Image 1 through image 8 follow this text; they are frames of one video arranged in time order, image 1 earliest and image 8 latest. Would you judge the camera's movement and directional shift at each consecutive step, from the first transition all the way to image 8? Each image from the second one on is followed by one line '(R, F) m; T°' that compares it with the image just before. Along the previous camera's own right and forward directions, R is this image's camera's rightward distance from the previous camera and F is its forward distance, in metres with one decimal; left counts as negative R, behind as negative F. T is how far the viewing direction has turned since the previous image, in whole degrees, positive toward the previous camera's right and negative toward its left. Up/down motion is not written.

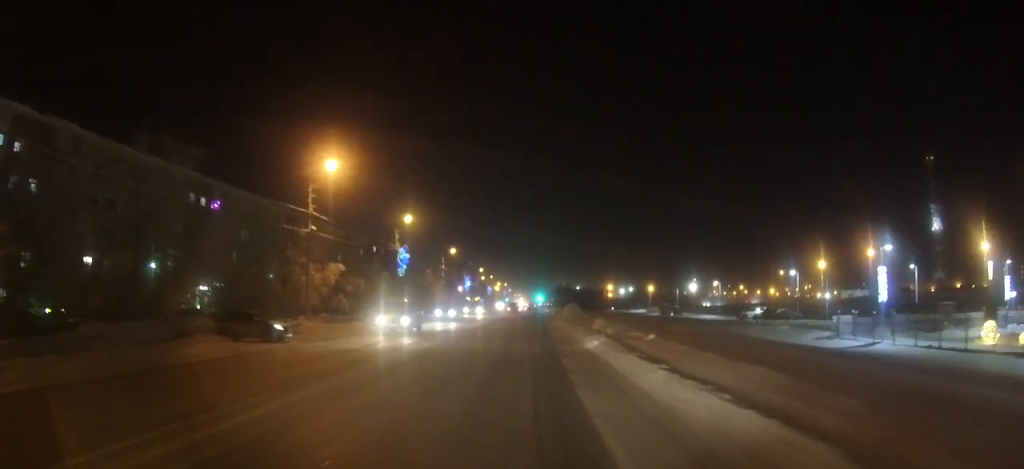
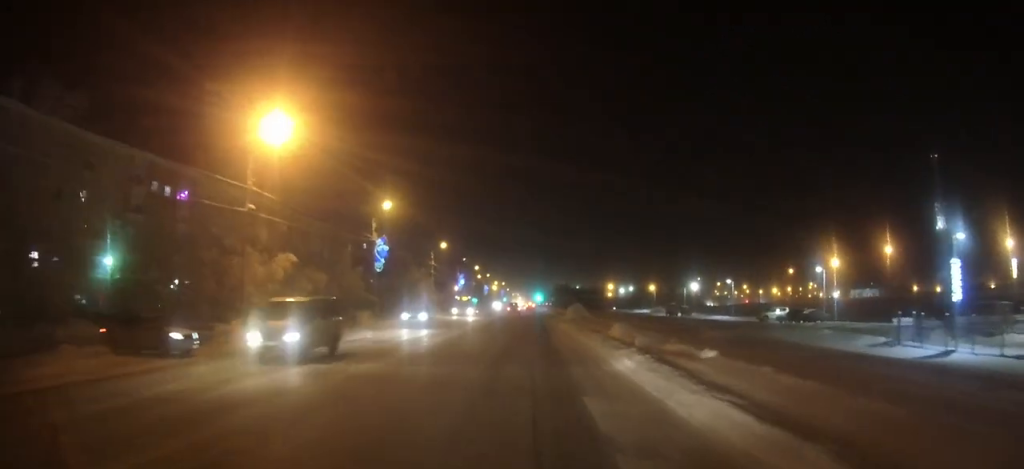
(0.0, +8.7) m; 0°
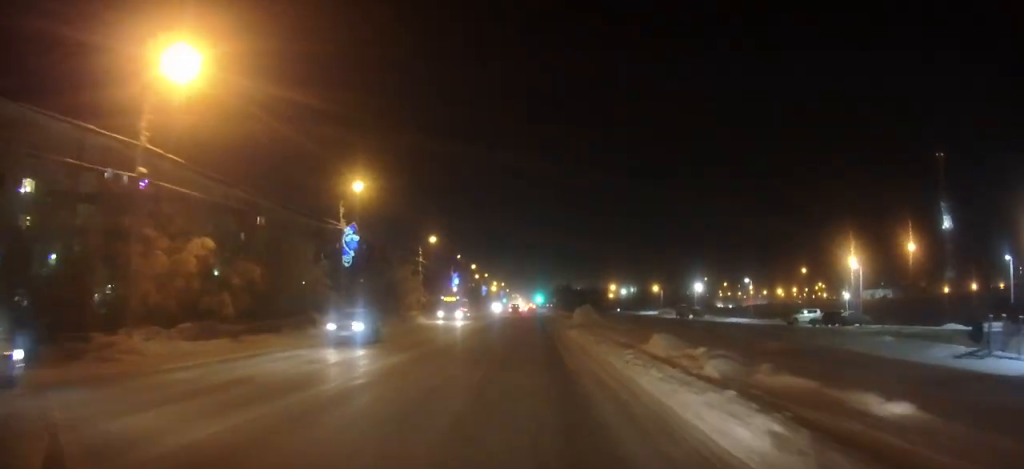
(0.0, +9.5) m; 0°
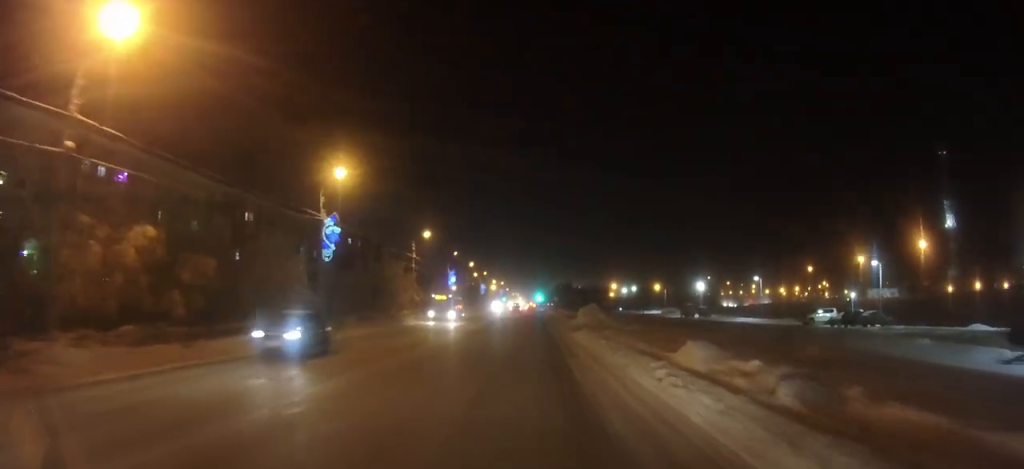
(0.0, +4.4) m; 0°
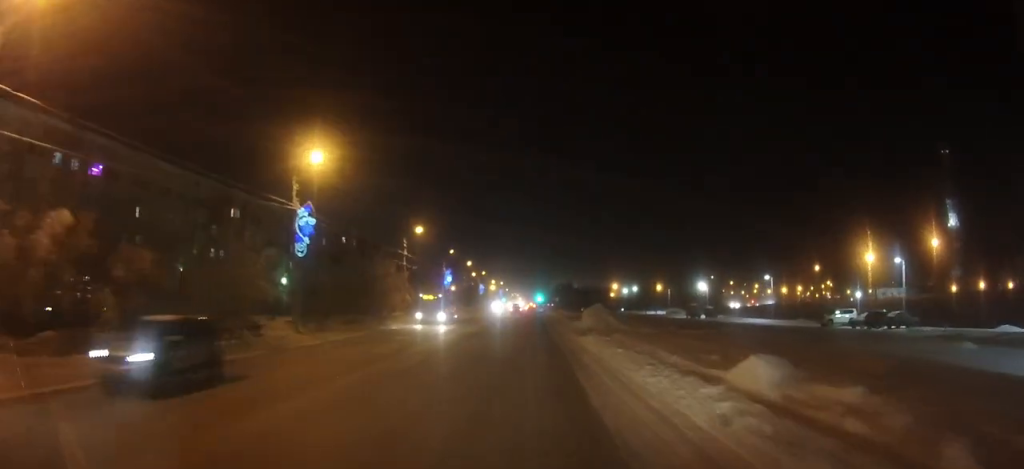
(0.0, +4.7) m; 0°
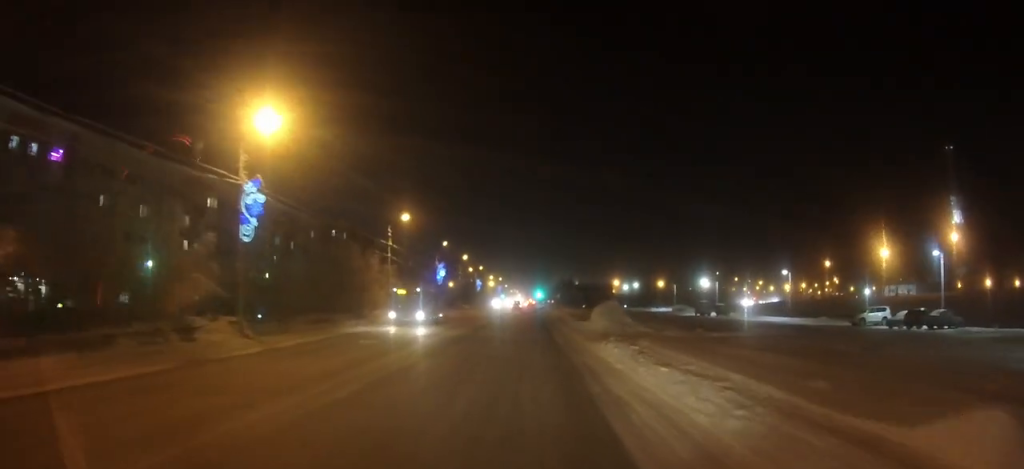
(0.0, +6.9) m; 0°
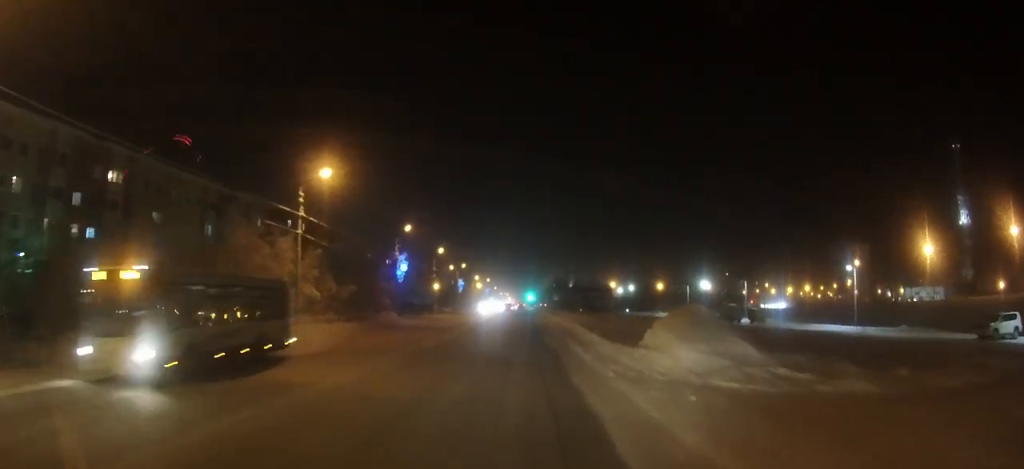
(0.0, +21.0) m; +1°
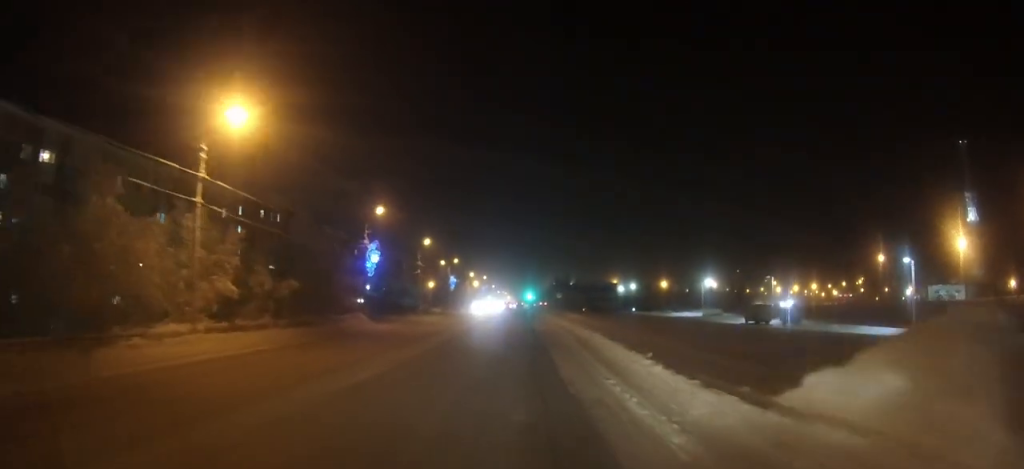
(+0.1, +11.9) m; +1°
